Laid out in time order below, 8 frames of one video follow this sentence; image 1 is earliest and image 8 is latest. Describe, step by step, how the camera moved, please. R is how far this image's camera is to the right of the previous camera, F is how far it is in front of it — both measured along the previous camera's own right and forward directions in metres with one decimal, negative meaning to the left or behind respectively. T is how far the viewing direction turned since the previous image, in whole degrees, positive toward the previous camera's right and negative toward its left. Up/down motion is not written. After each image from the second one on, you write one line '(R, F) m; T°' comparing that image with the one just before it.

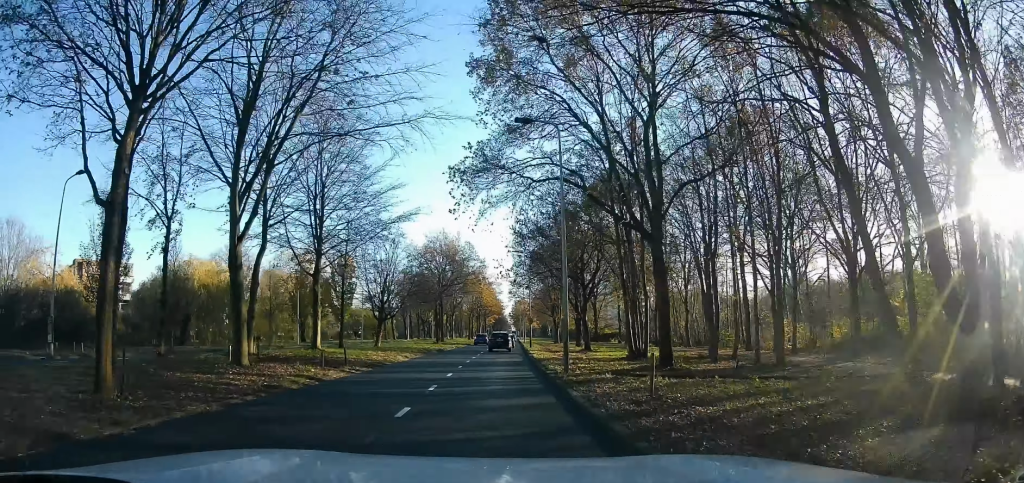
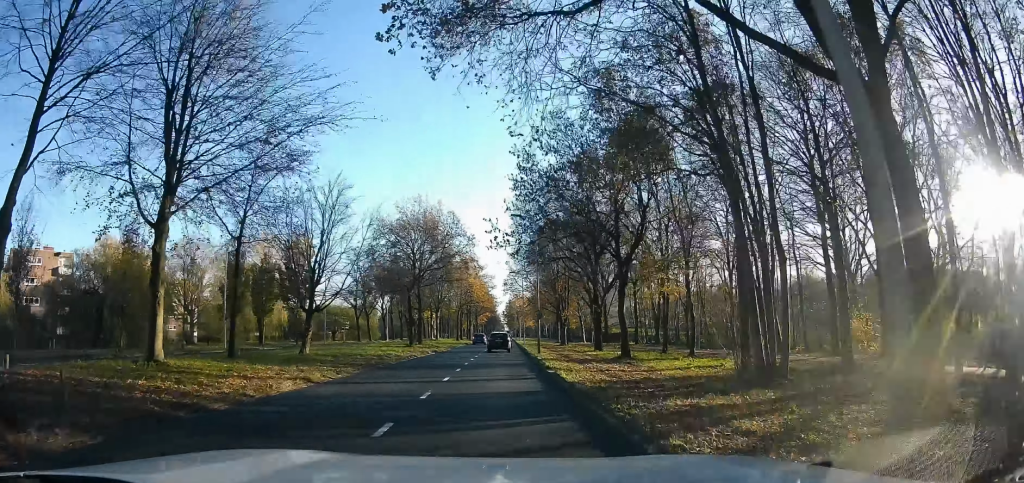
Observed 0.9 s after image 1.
(+0.1, +13.5) m; +1°
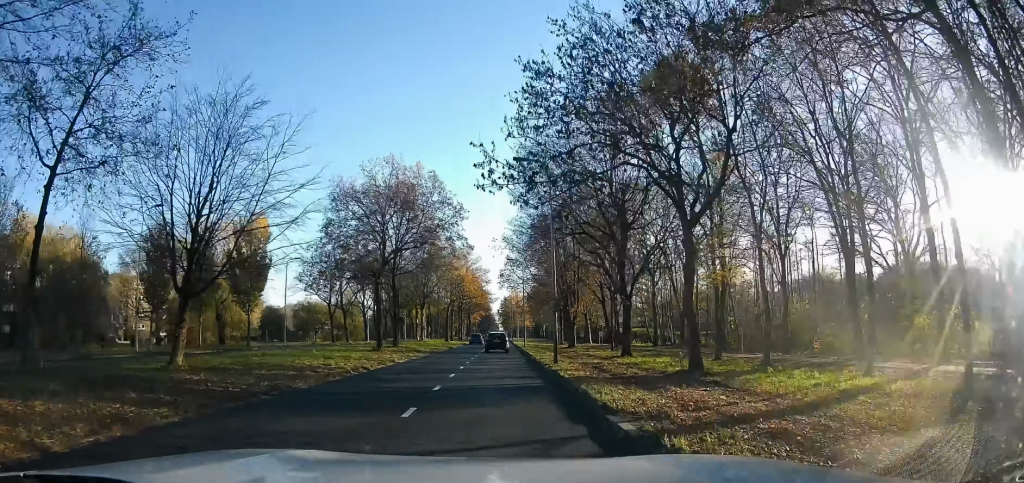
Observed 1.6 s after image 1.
(0.0, +10.2) m; +1°
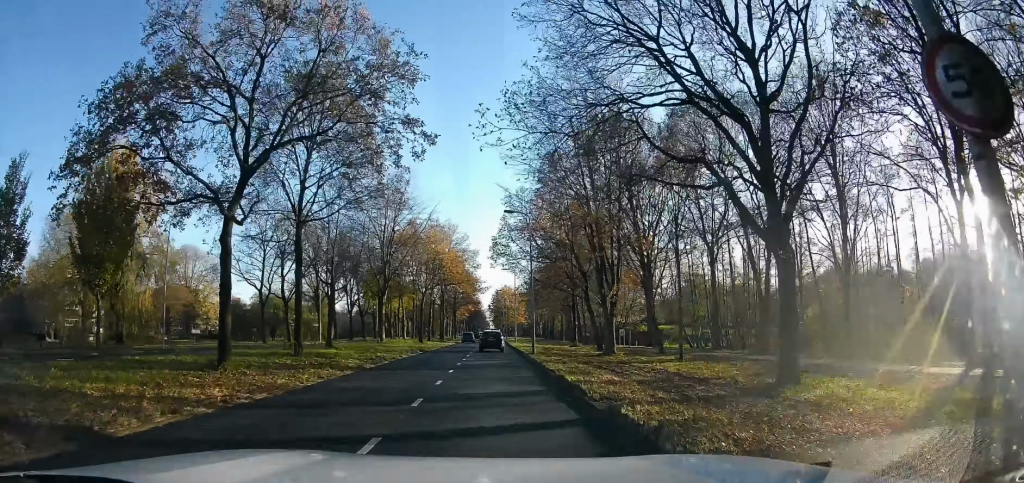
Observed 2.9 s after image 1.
(+0.3, +18.3) m; +1°
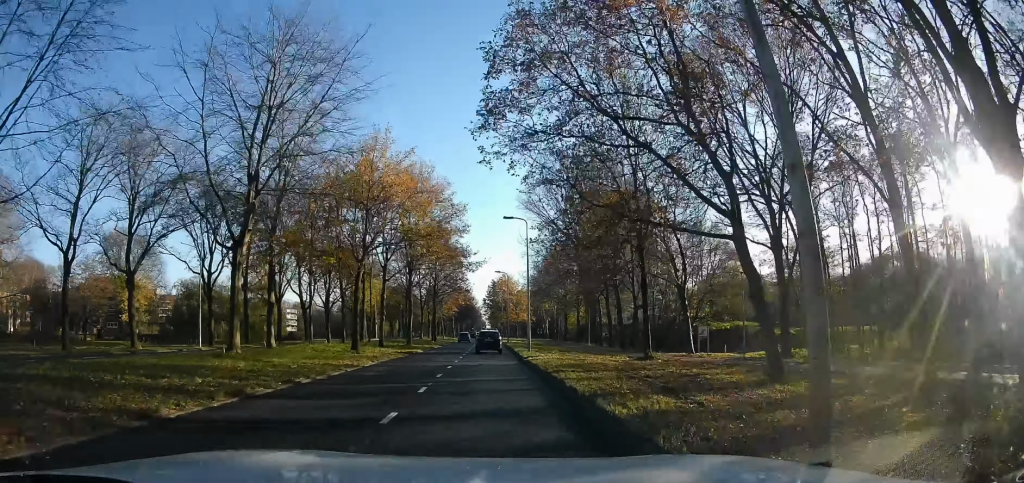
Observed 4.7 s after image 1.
(-0.1, +25.6) m; -1°
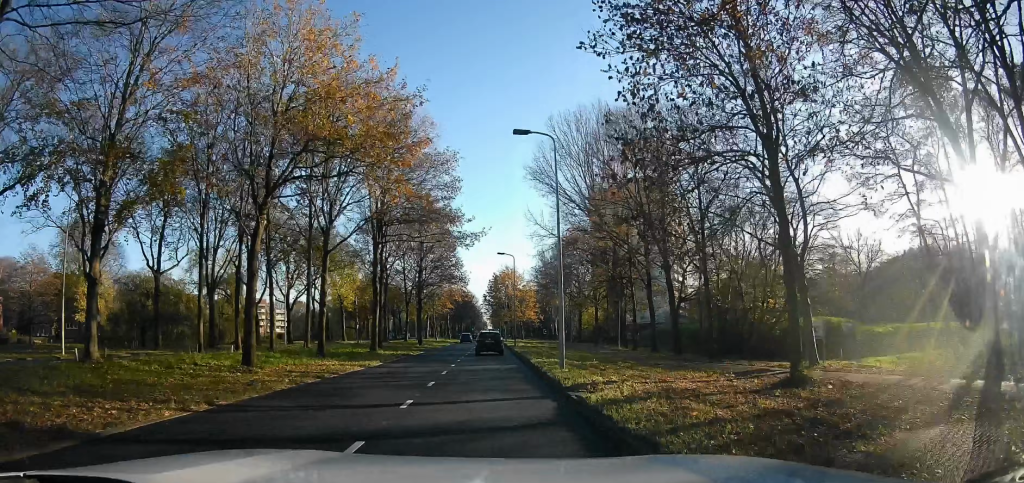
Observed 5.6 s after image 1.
(0.0, +14.1) m; 0°
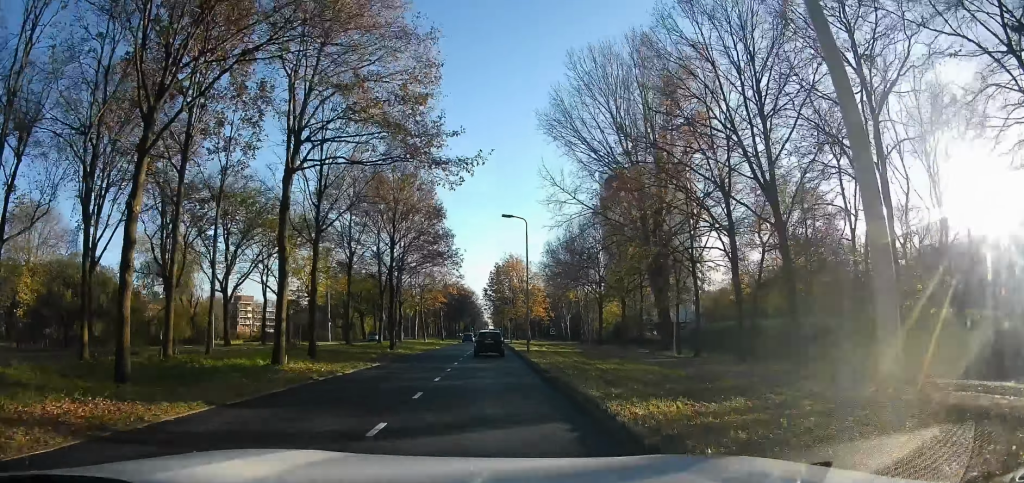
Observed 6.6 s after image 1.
(0.0, +14.7) m; +1°
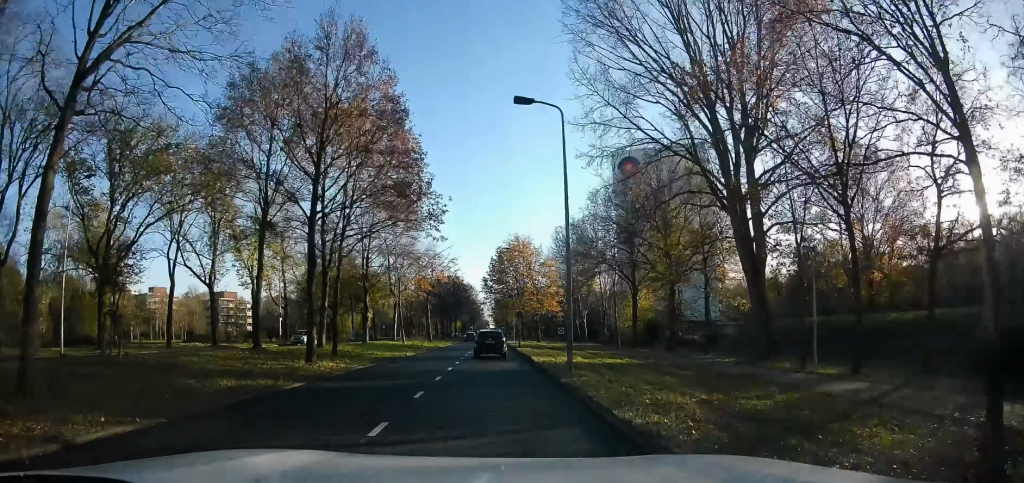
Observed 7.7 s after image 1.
(+0.2, +16.4) m; +1°
